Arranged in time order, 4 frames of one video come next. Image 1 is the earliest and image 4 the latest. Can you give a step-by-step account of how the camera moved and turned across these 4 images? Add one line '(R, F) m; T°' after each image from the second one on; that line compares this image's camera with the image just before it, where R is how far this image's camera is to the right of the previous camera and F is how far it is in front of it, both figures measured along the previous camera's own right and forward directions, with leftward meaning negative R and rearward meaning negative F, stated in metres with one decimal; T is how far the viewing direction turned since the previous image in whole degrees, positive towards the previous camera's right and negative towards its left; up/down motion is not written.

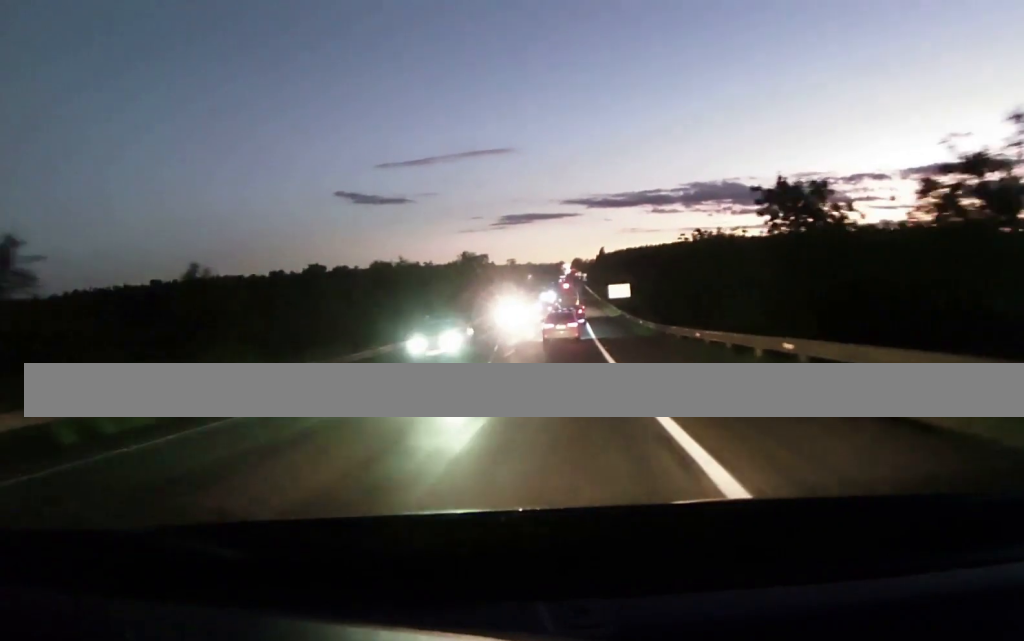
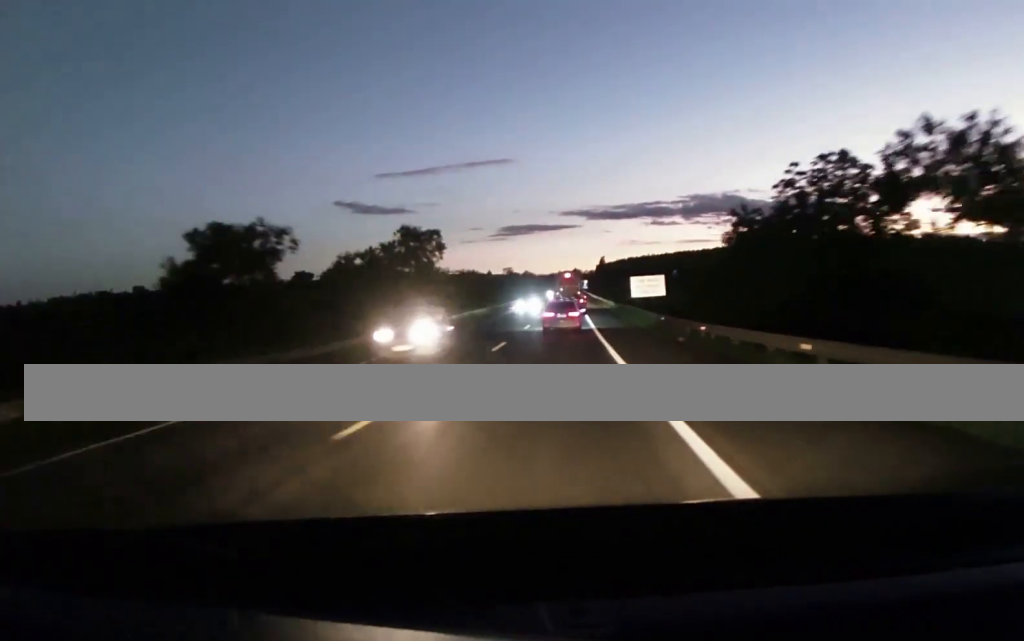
(-0.2, +37.0) m; +1°
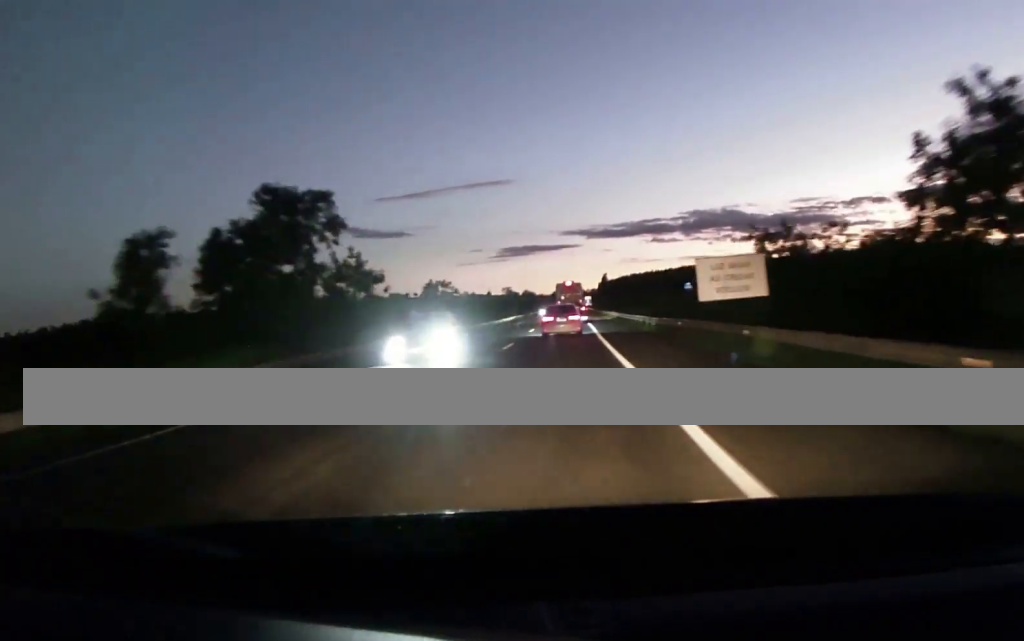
(-0.3, +30.5) m; -1°
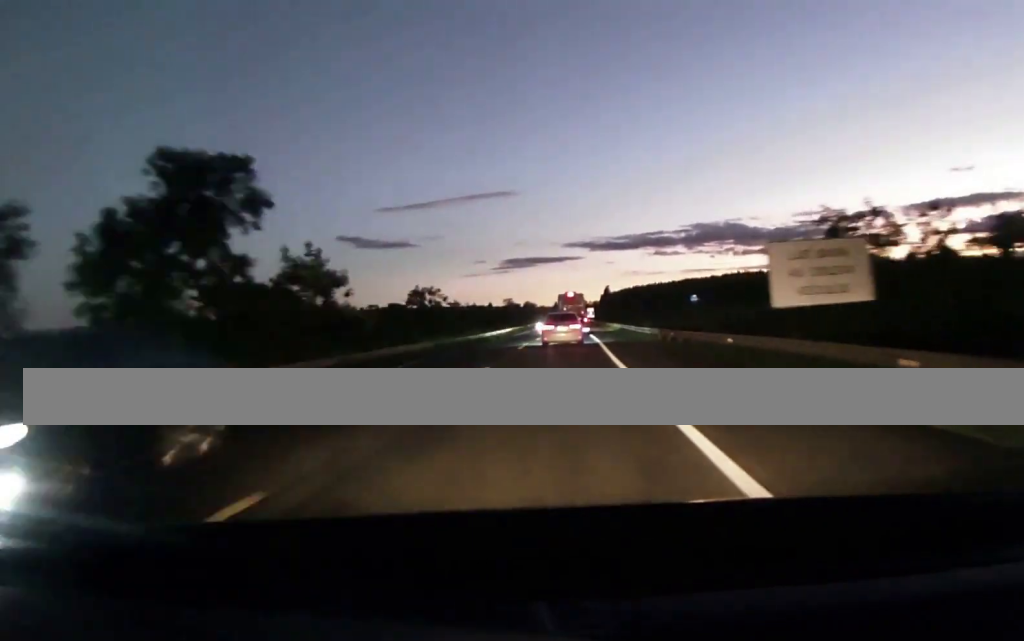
(-0.1, +9.3) m; 0°
